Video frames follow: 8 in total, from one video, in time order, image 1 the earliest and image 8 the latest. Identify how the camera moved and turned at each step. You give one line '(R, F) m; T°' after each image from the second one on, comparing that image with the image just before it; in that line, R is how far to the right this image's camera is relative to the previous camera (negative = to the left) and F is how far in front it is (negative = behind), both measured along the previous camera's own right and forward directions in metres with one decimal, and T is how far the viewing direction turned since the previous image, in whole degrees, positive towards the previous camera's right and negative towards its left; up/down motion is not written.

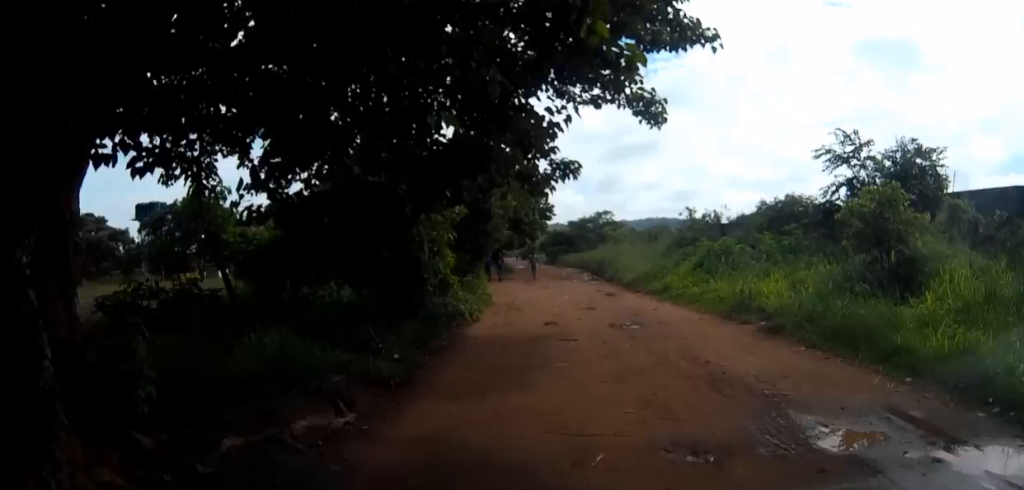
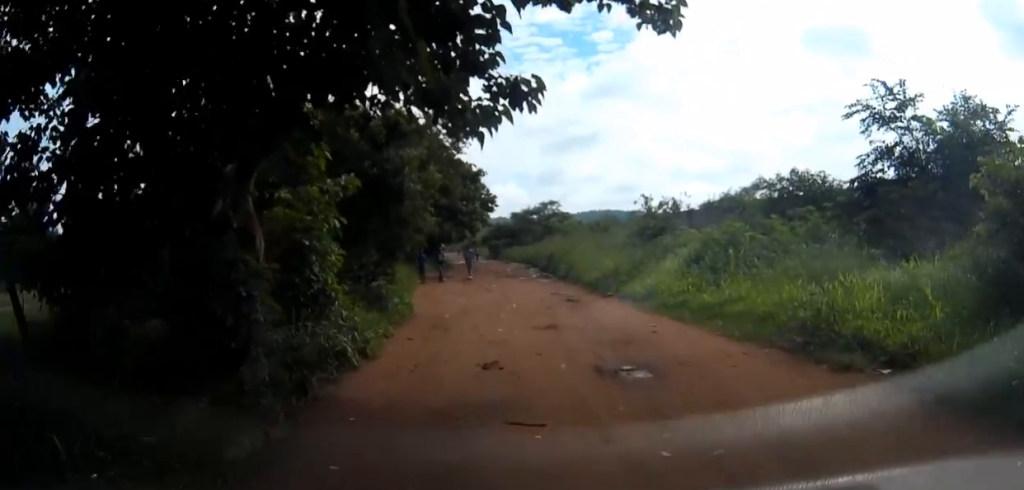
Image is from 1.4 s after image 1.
(0.0, +5.7) m; +3°
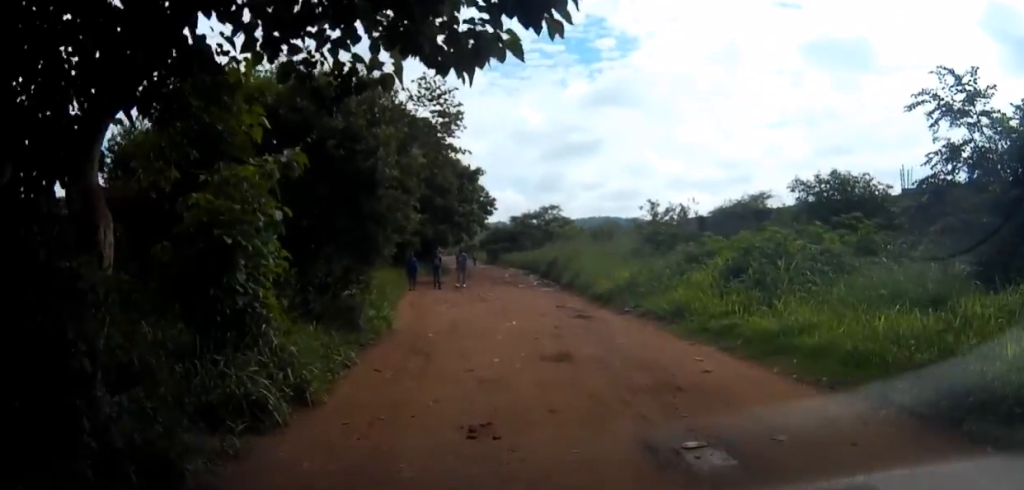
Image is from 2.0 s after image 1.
(0.0, +2.9) m; +4°
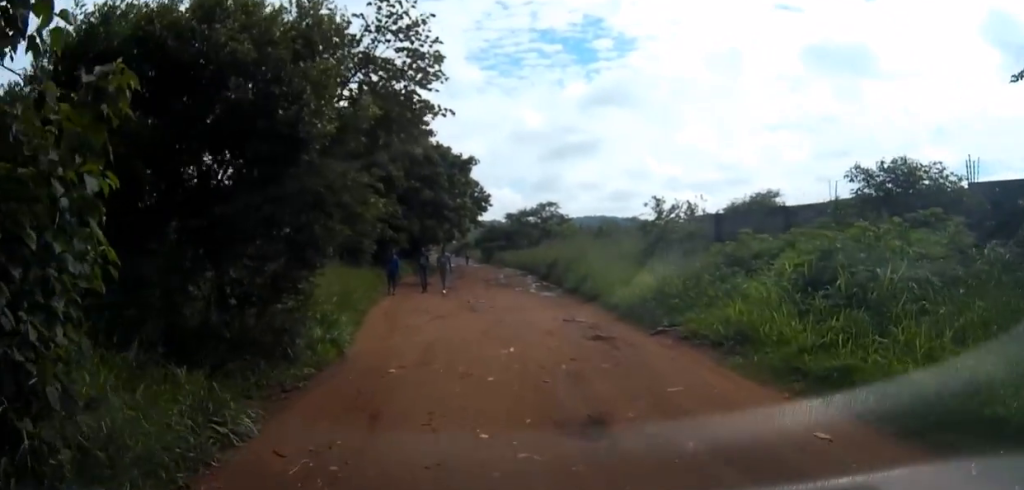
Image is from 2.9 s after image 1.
(+0.2, +3.8) m; +6°
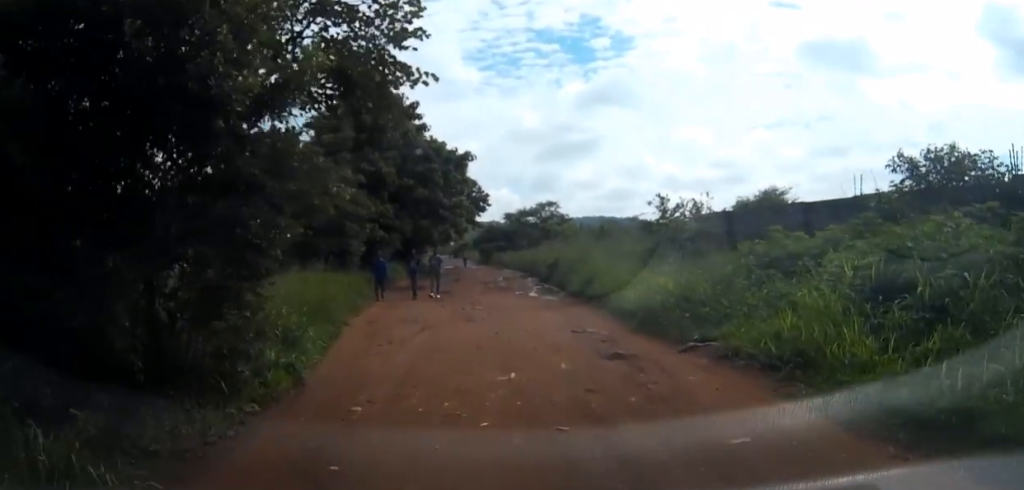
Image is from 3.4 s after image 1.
(+0.1, +2.2) m; +2°
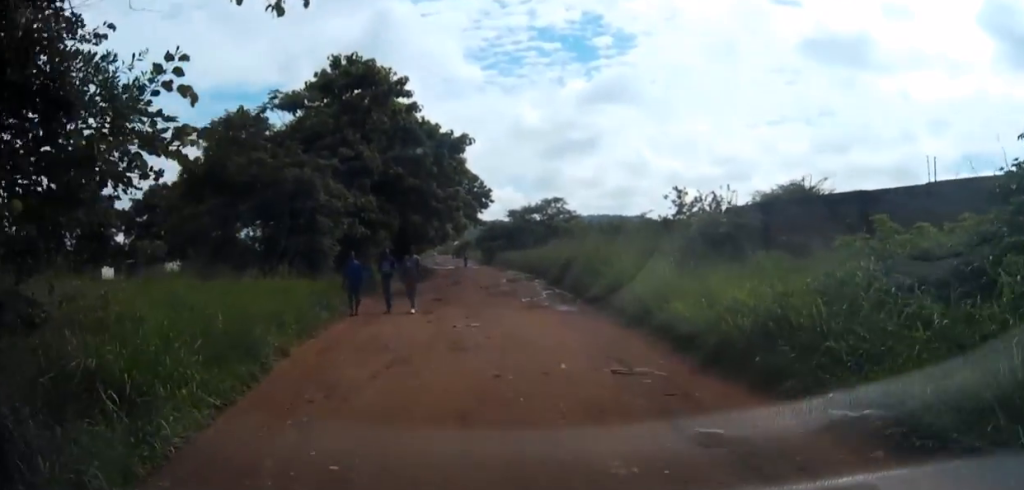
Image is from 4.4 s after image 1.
(+0.2, +4.8) m; +1°
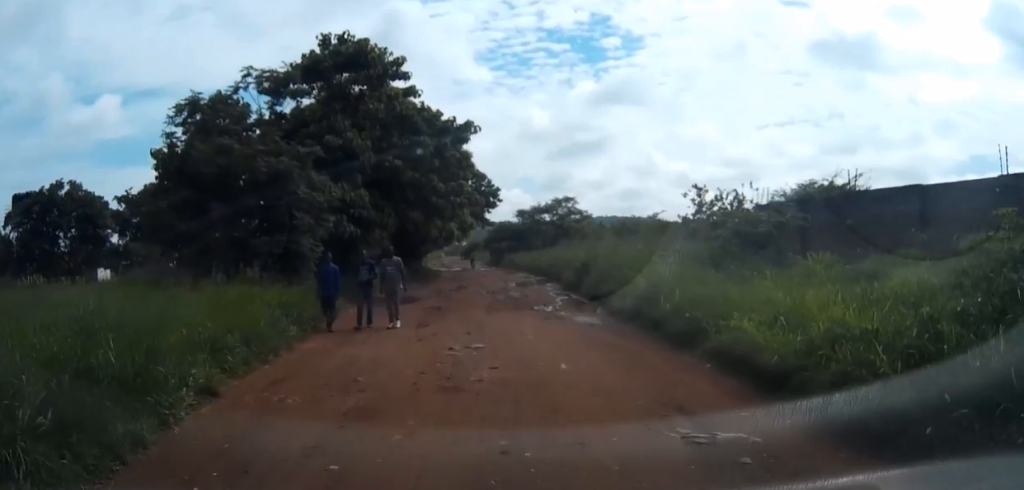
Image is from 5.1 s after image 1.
(0.0, +3.3) m; -1°
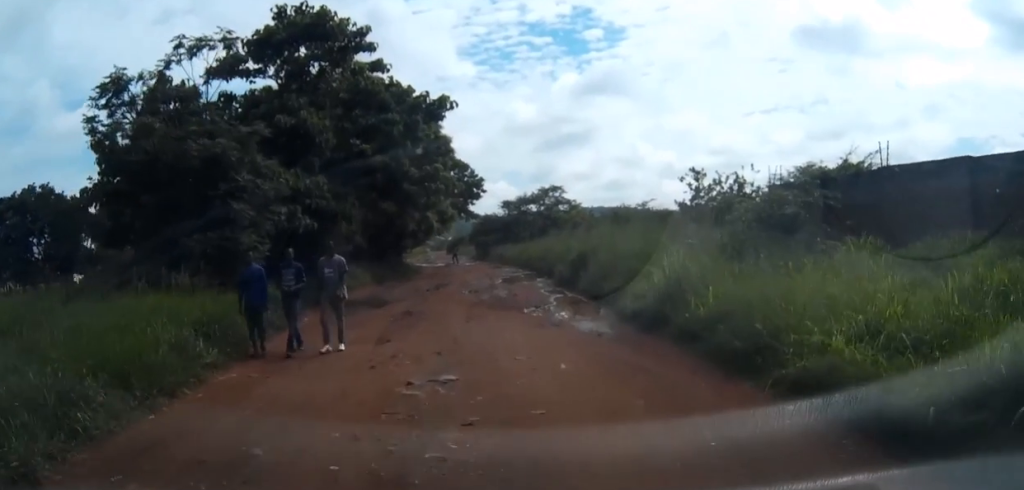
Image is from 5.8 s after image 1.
(-0.2, +3.3) m; 0°
